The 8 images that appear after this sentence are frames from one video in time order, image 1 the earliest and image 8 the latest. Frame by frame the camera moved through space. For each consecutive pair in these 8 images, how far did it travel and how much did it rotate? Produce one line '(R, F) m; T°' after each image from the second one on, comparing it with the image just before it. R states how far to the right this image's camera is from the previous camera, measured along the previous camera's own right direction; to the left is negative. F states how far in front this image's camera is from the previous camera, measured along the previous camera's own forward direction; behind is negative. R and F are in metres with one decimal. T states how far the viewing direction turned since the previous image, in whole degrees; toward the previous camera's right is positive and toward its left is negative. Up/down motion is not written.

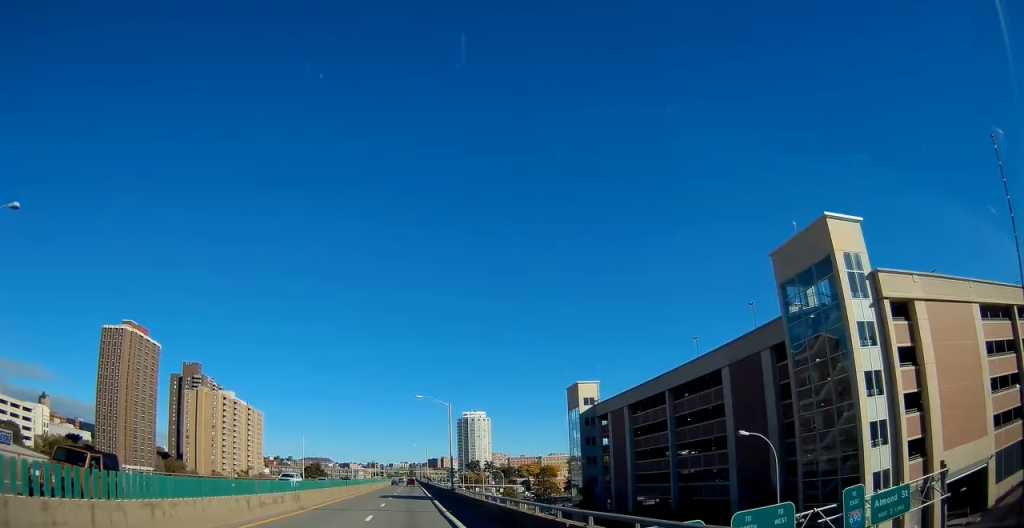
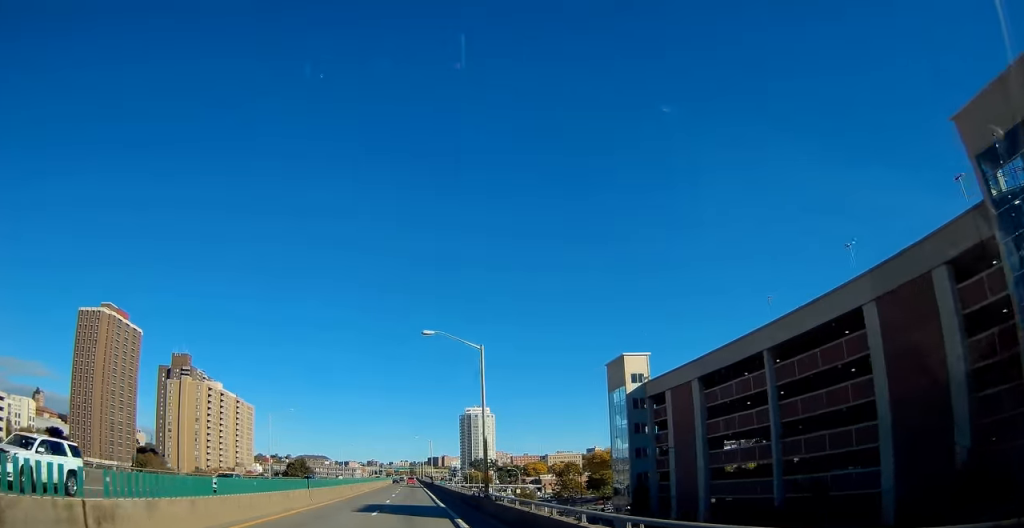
(0.0, +22.0) m; -1°
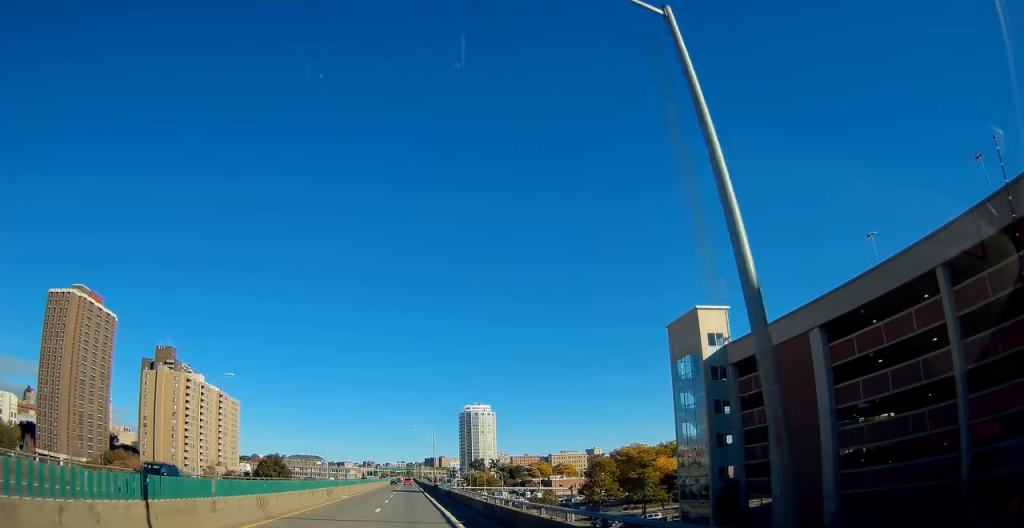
(-0.3, +21.9) m; 0°
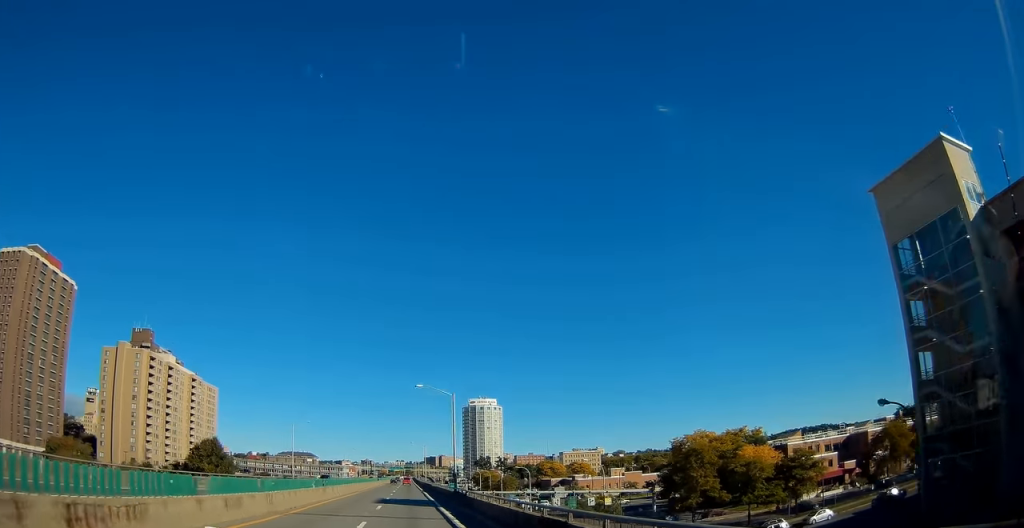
(+0.3, +34.8) m; +1°
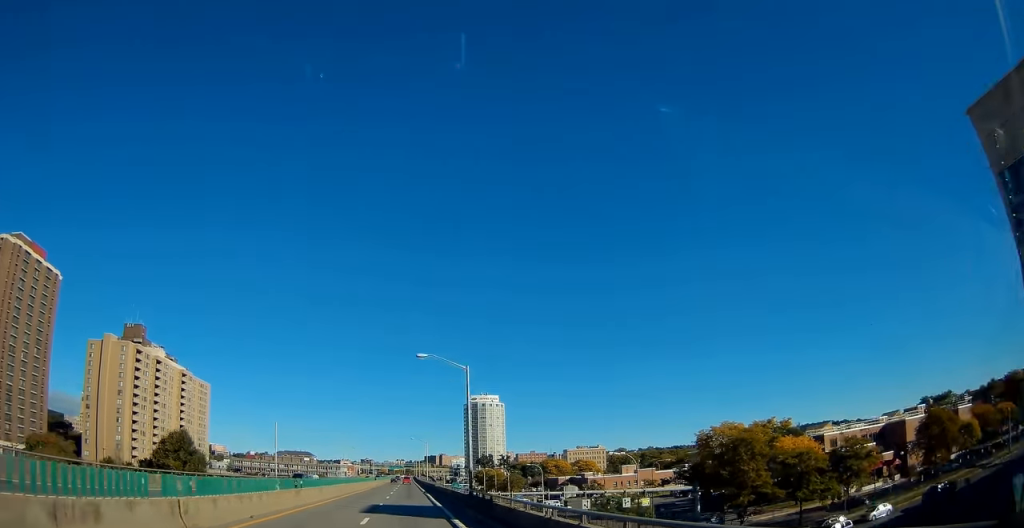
(0.0, +11.0) m; 0°
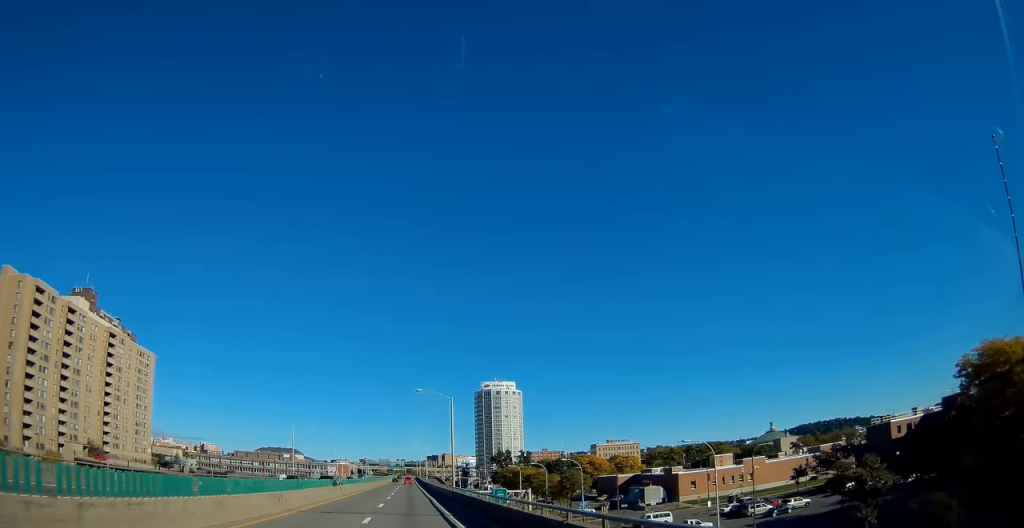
(-0.1, +61.1) m; -1°
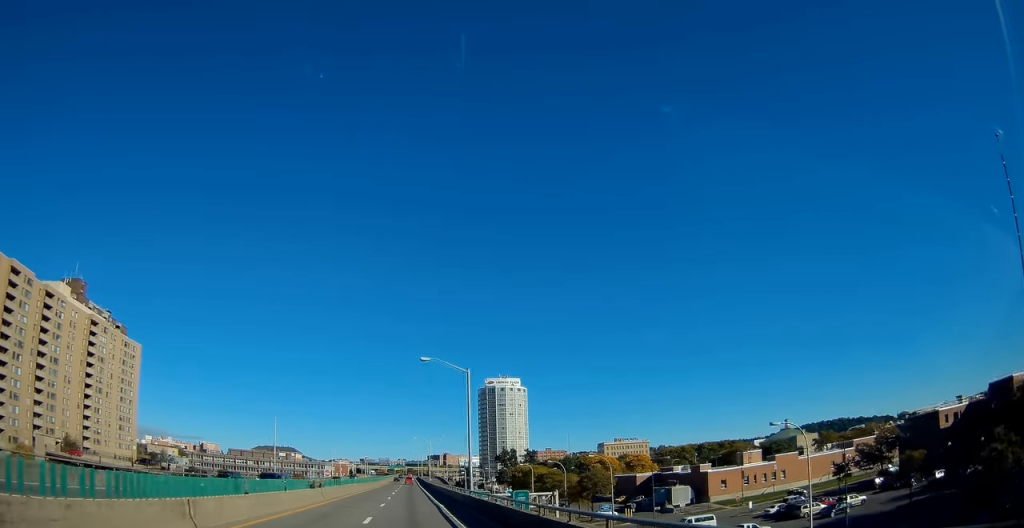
(-0.2, +11.8) m; 0°
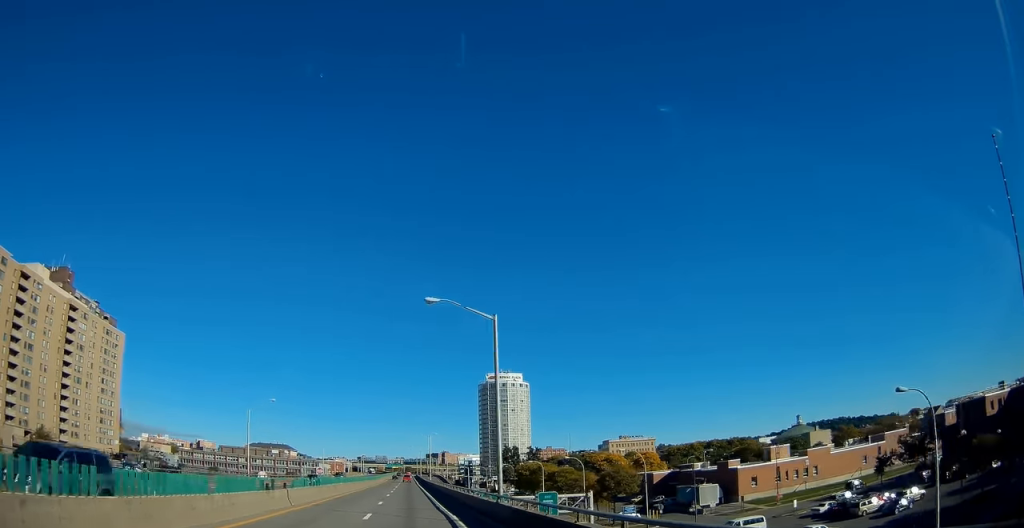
(-0.1, +11.8) m; 0°
